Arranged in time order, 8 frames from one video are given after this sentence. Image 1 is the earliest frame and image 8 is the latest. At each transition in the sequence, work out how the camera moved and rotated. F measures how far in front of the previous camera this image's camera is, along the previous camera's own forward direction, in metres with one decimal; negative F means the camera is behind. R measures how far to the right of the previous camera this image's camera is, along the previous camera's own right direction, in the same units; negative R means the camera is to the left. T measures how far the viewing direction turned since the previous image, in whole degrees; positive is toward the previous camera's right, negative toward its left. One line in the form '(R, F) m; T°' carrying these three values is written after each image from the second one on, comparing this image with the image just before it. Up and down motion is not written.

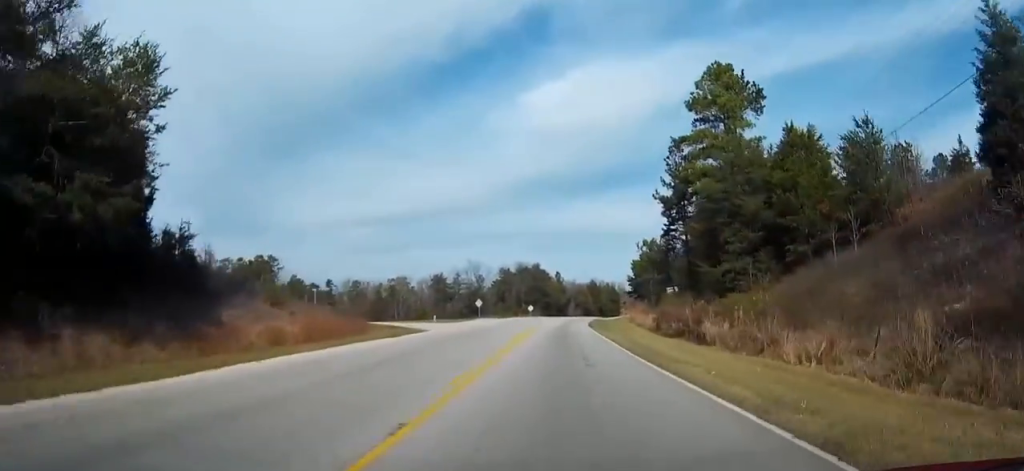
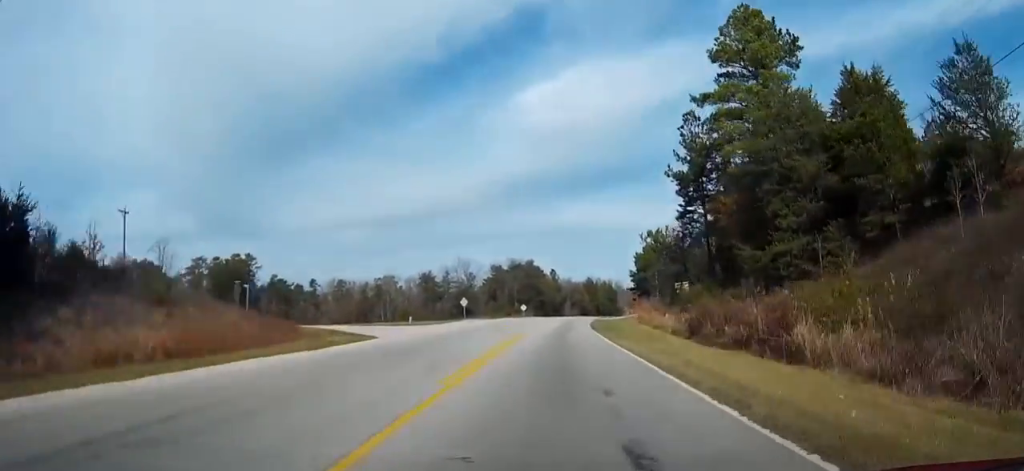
(+0.1, +12.7) m; 0°
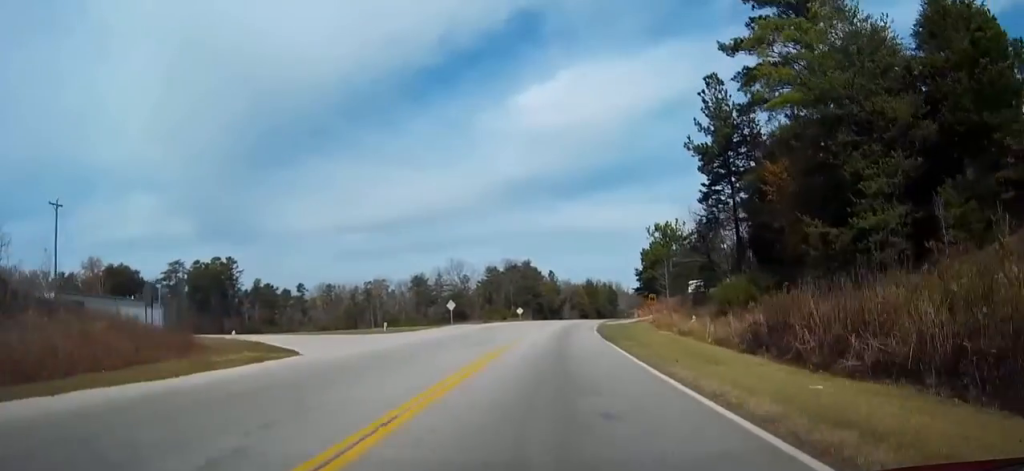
(0.0, +11.2) m; 0°
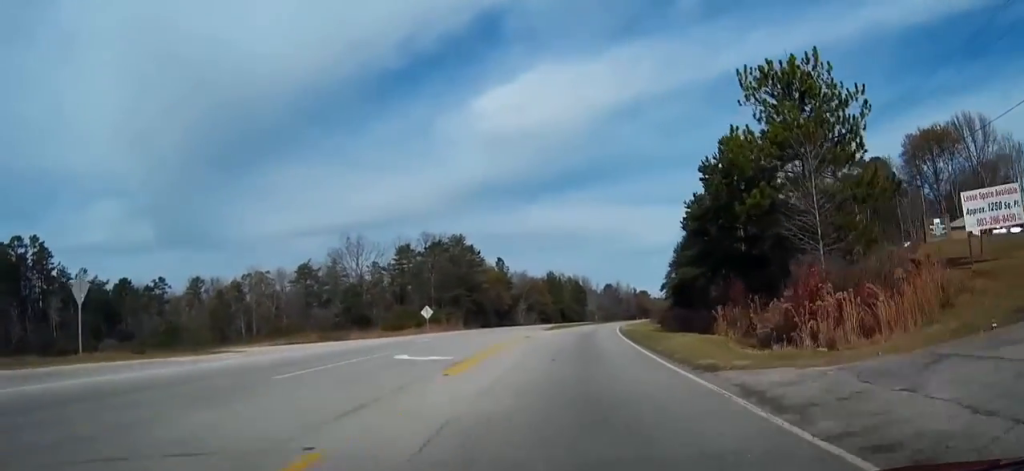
(+1.4, +68.2) m; +3°
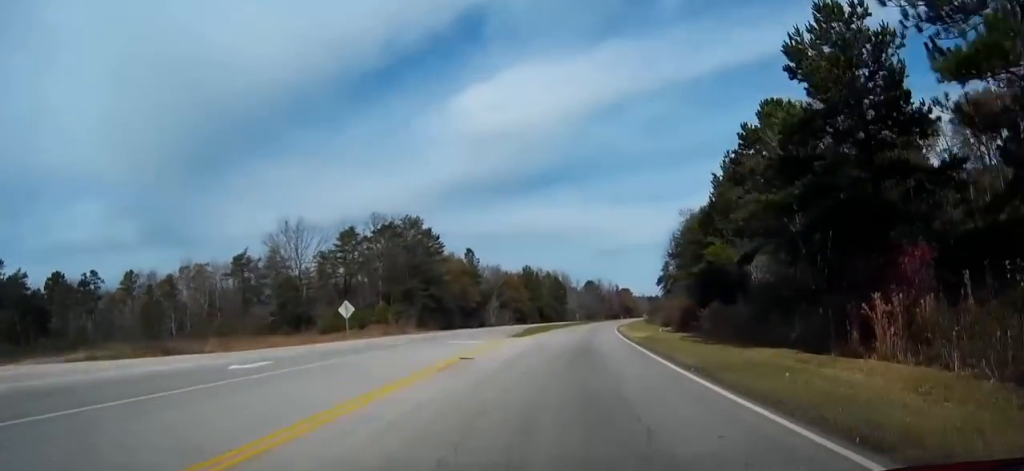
(+0.3, +21.6) m; +2°
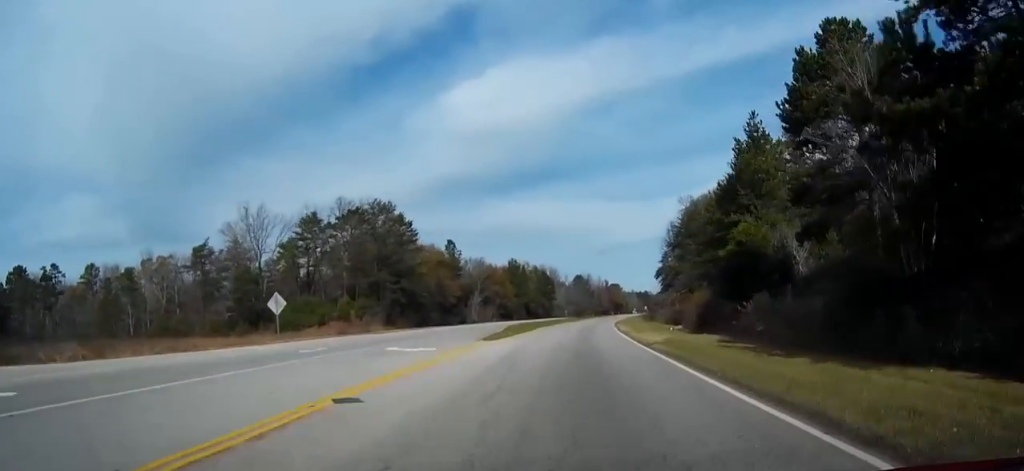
(0.0, +11.2) m; +1°
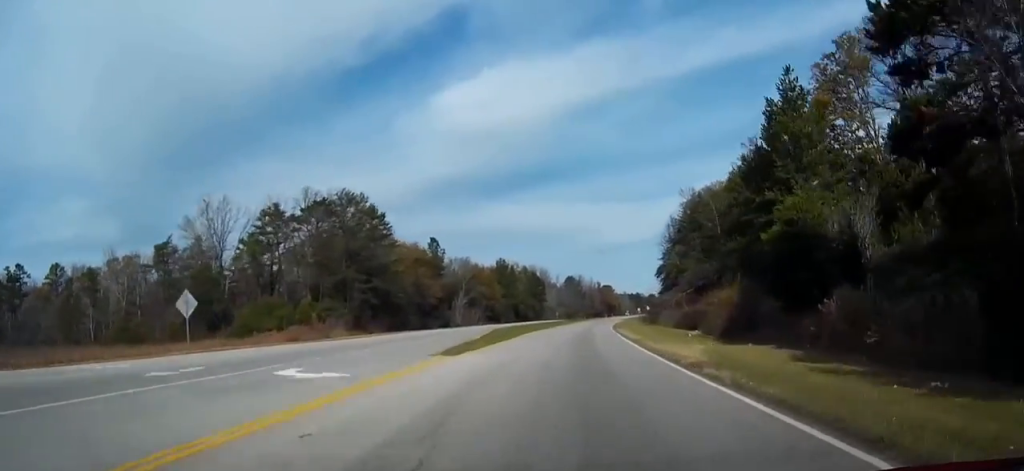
(0.0, +9.7) m; +1°
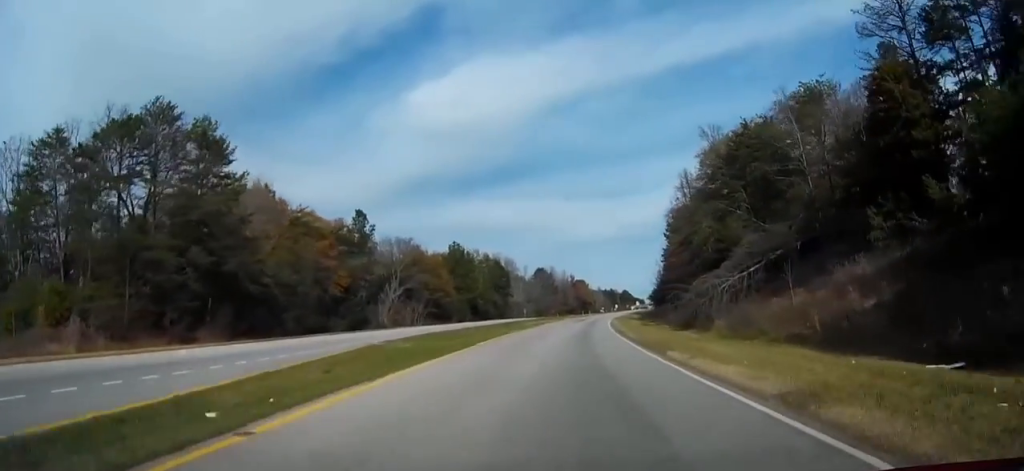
(+1.0, +35.1) m; +2°
